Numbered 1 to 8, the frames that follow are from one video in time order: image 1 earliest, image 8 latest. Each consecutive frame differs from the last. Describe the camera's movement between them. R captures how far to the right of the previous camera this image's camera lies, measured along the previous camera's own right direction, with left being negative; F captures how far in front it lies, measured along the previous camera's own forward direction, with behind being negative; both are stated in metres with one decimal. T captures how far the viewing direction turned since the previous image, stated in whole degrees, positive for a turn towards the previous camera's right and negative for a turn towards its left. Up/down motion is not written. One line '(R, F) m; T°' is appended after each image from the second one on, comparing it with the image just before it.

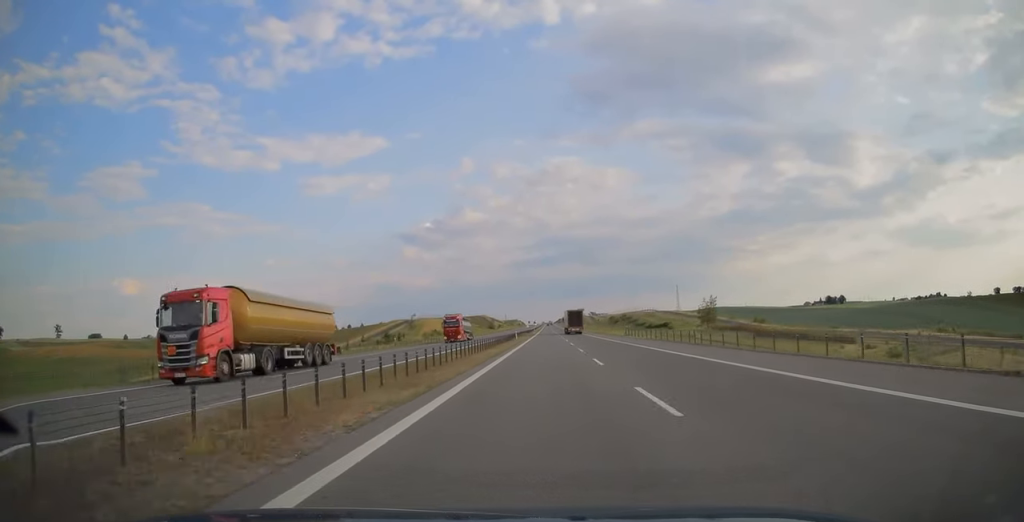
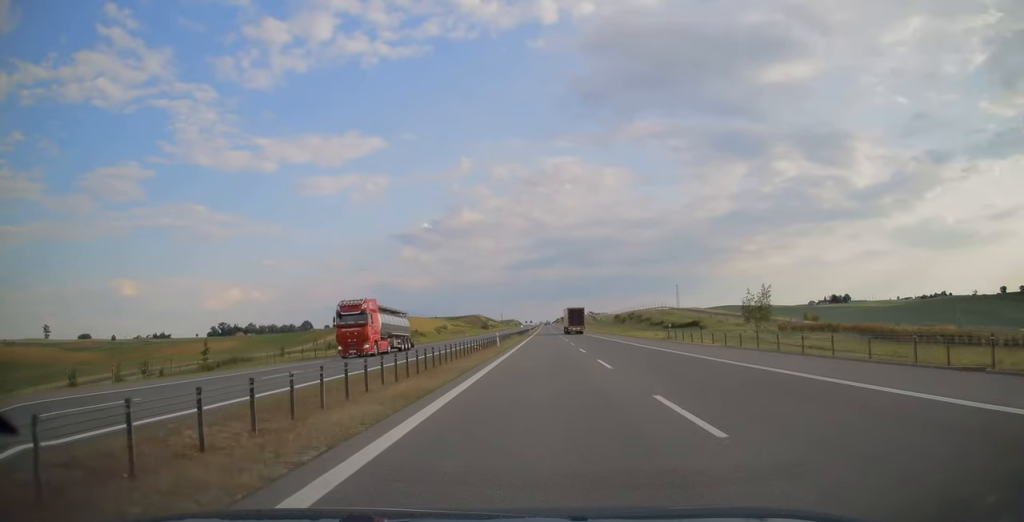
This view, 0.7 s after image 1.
(-0.1, +25.9) m; 0°
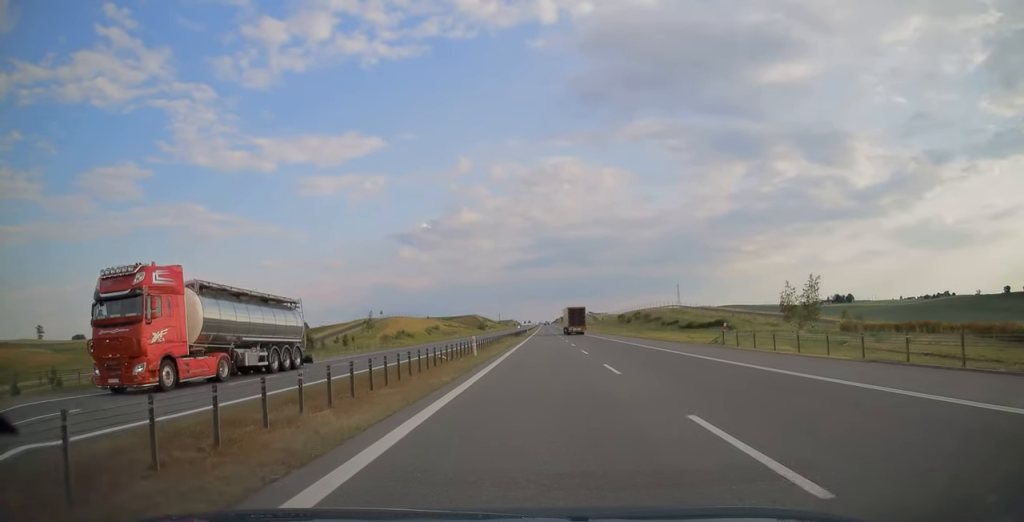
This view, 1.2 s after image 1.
(+0.1, +14.5) m; 0°
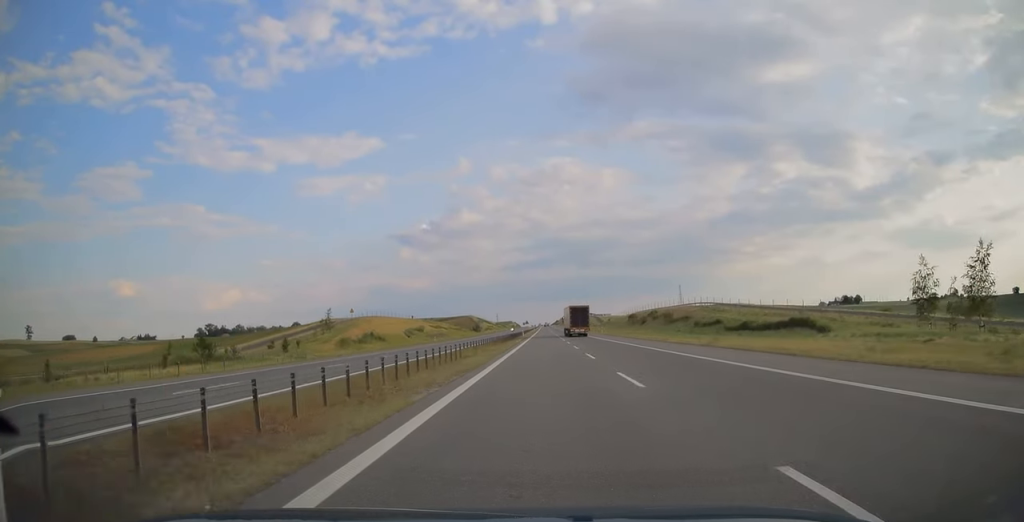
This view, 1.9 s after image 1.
(+0.1, +27.3) m; 0°
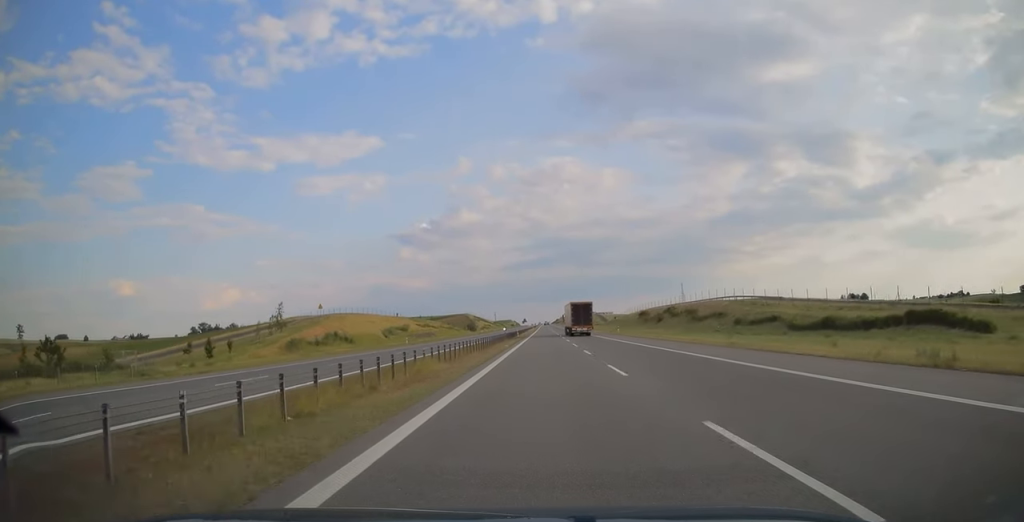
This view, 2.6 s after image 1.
(0.0, +21.4) m; 0°
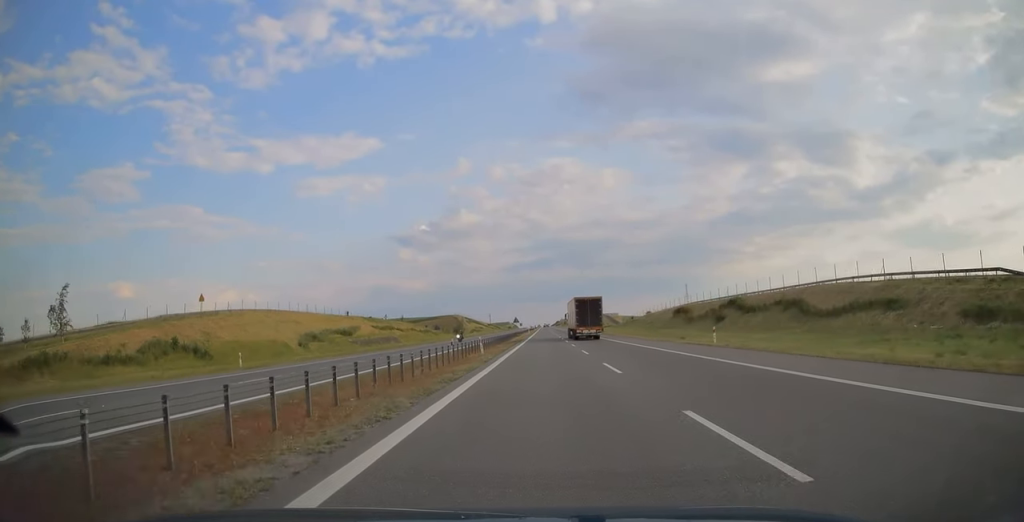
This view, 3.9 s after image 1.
(-0.1, +47.0) m; 0°
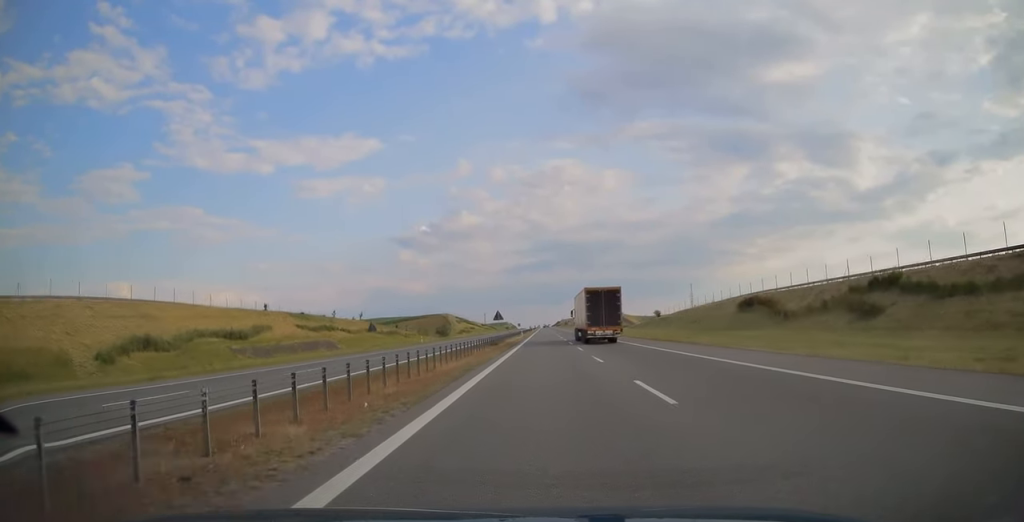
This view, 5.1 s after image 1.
(+0.1, +42.8) m; 0°
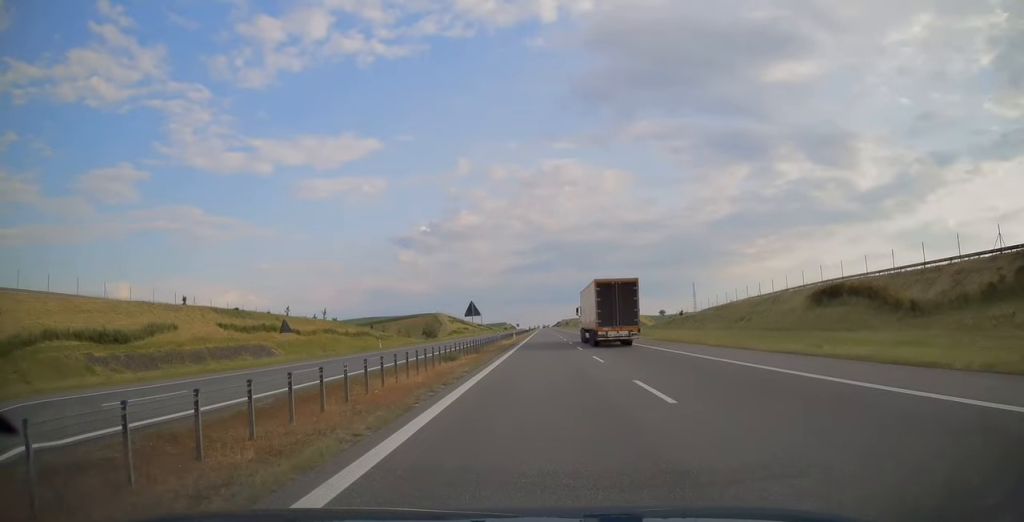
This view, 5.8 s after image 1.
(0.0, +24.2) m; 0°
